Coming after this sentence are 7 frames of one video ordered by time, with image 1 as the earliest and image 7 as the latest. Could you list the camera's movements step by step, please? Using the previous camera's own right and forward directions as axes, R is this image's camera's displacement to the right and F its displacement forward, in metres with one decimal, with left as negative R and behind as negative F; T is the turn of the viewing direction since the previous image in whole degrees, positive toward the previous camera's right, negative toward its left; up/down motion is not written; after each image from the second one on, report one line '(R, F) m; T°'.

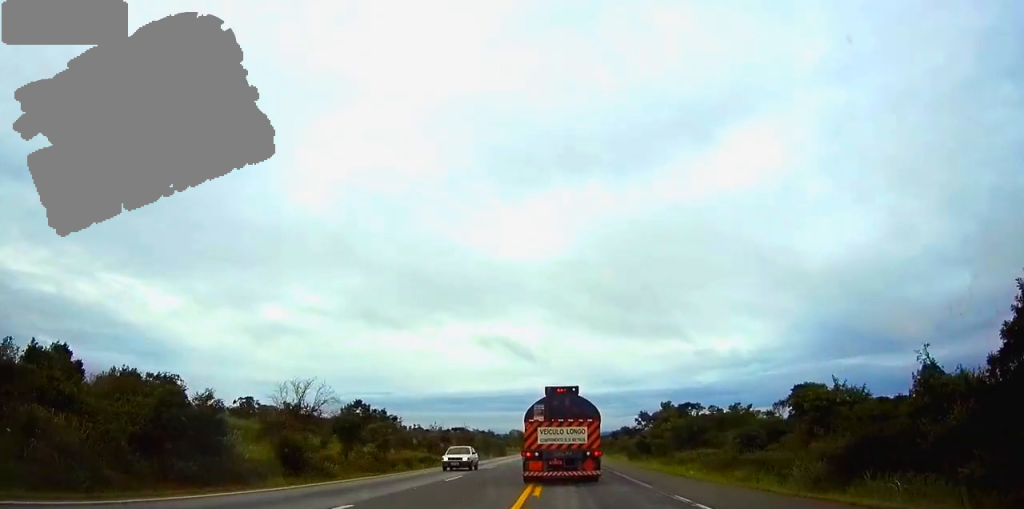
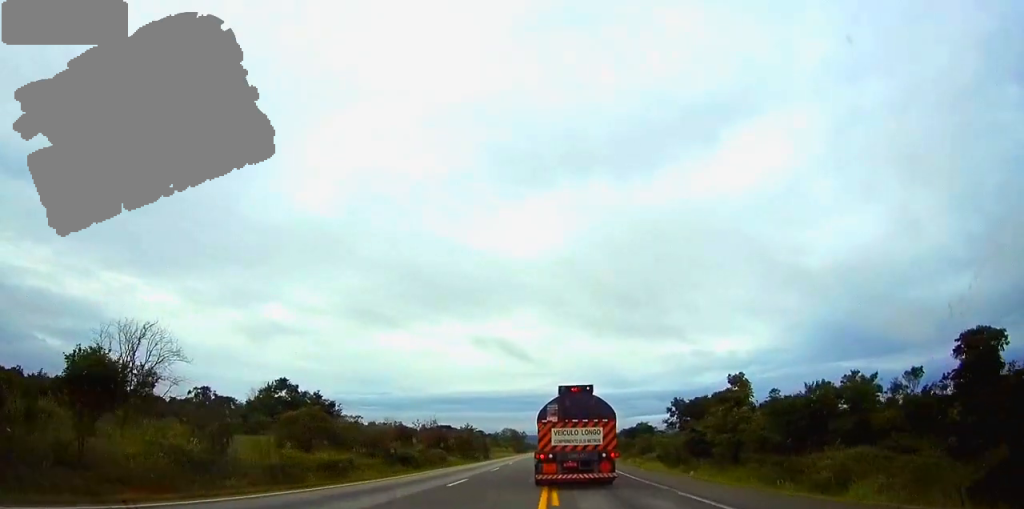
(+0.2, +34.9) m; +1°
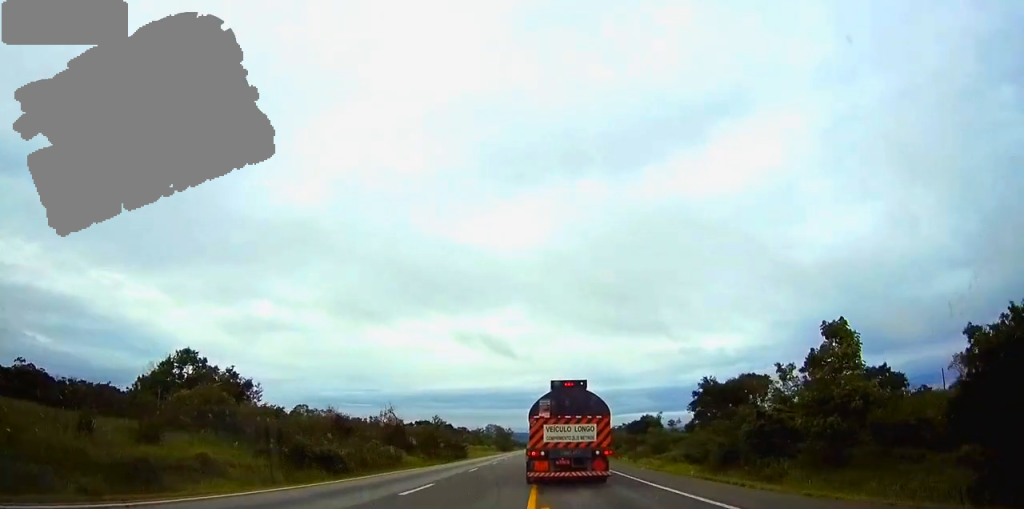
(+0.1, +22.4) m; 0°
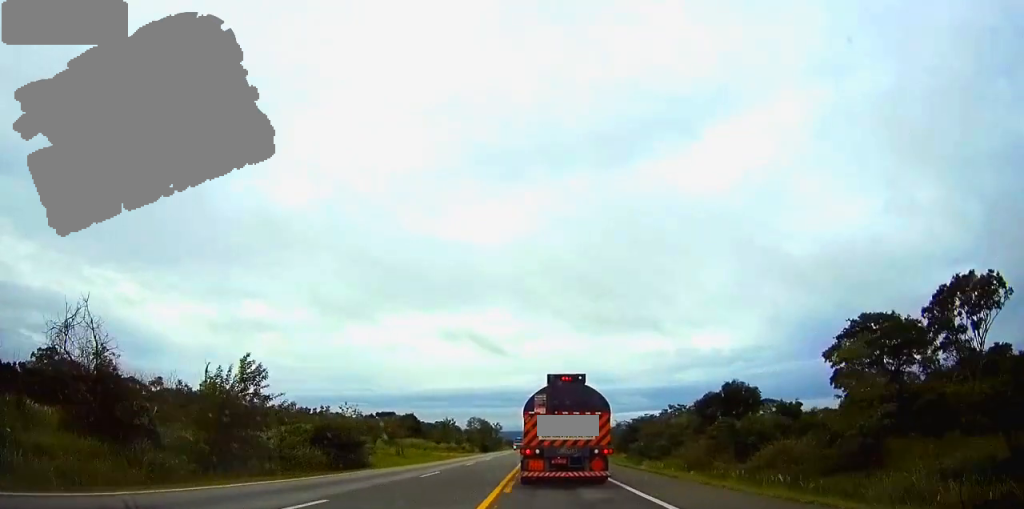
(+0.1, +57.0) m; 0°
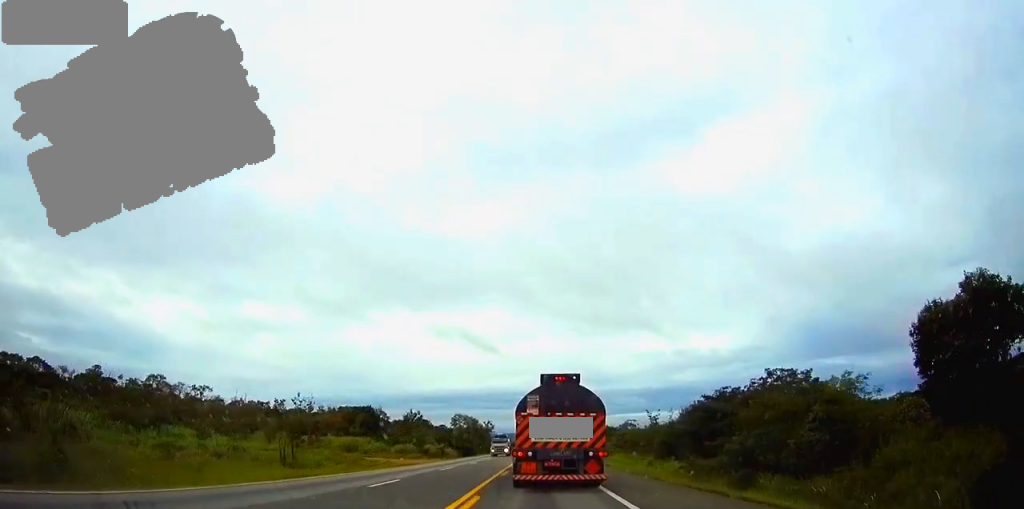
(-0.1, +38.1) m; 0°
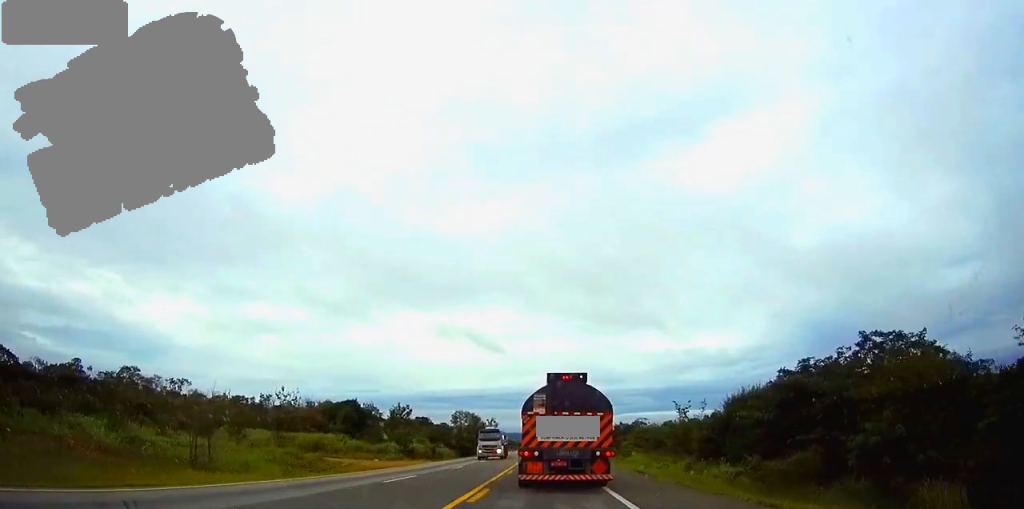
(0.0, +14.2) m; 0°
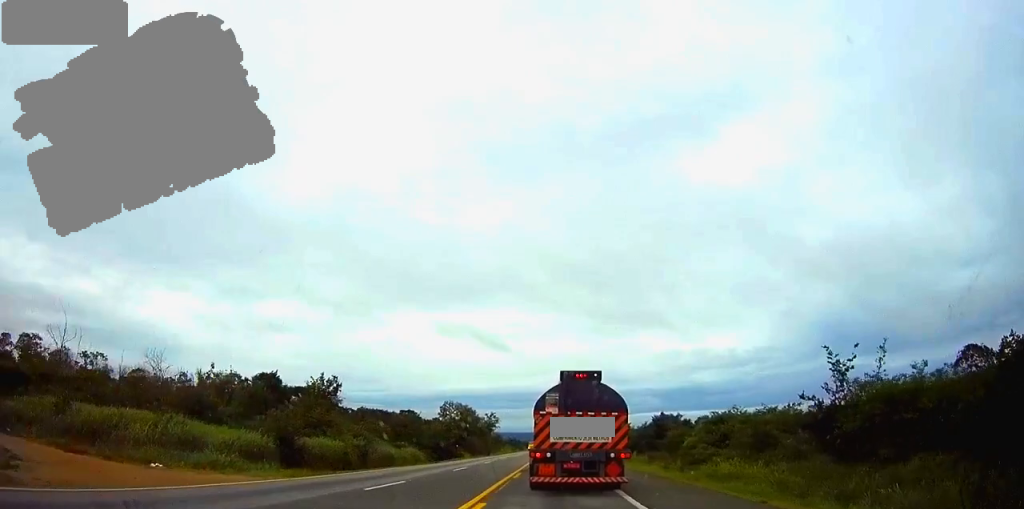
(0.0, +37.4) m; 0°
